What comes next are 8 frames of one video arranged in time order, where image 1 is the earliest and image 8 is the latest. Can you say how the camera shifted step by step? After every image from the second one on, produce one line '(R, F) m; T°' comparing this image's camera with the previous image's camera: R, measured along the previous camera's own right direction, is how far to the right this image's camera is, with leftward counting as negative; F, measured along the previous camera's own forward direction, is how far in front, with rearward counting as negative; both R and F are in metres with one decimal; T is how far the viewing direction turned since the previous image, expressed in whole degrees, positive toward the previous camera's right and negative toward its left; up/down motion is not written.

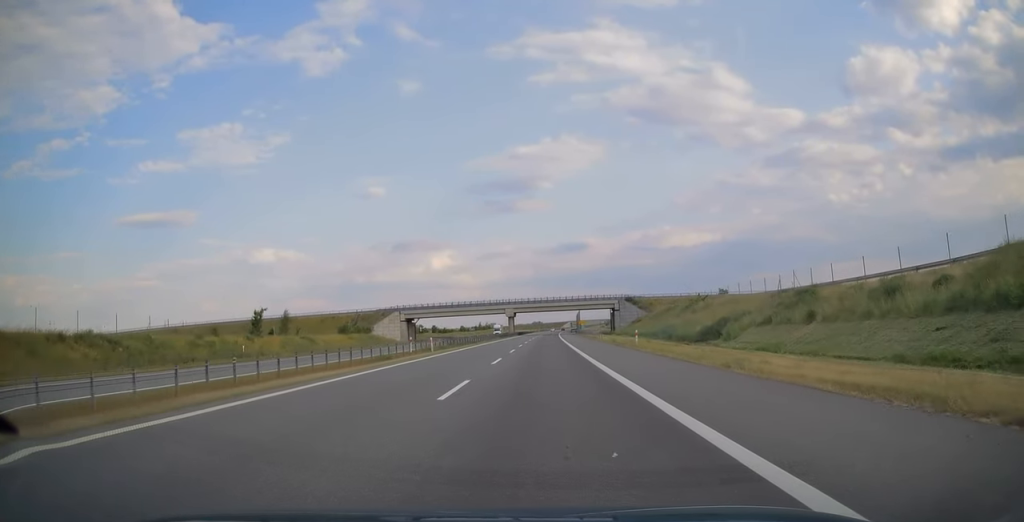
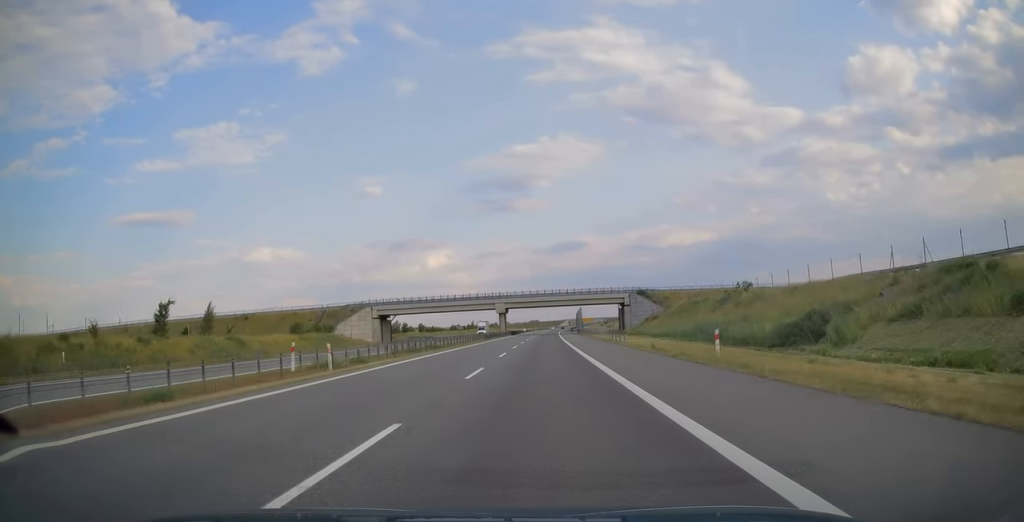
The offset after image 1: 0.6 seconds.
(+0.1, +19.7) m; 0°
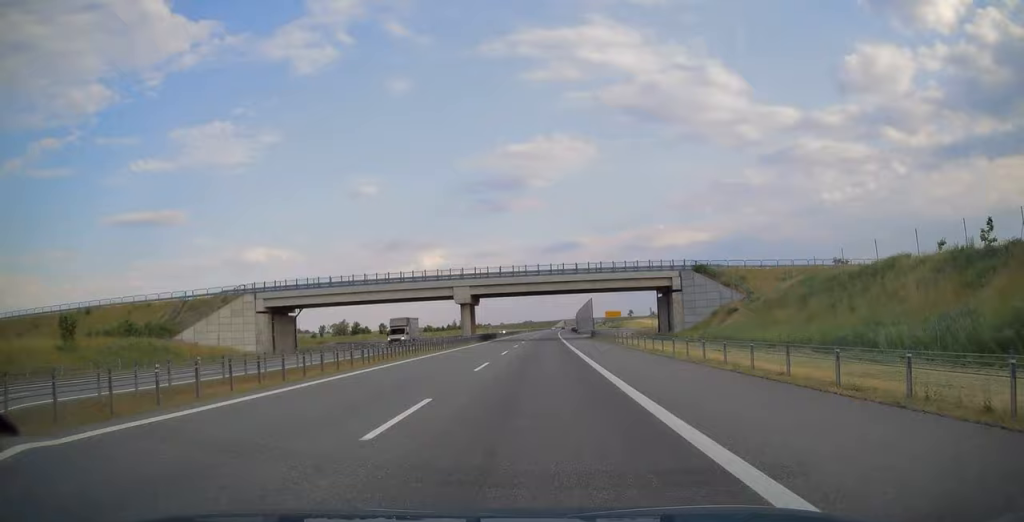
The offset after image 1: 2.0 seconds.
(+0.3, +44.8) m; +1°
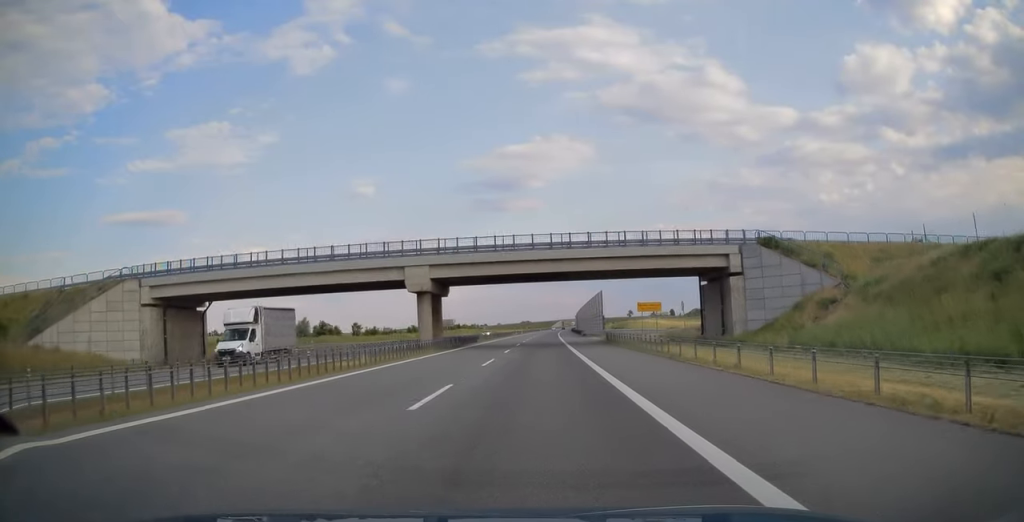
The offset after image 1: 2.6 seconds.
(+0.1, +21.3) m; 0°
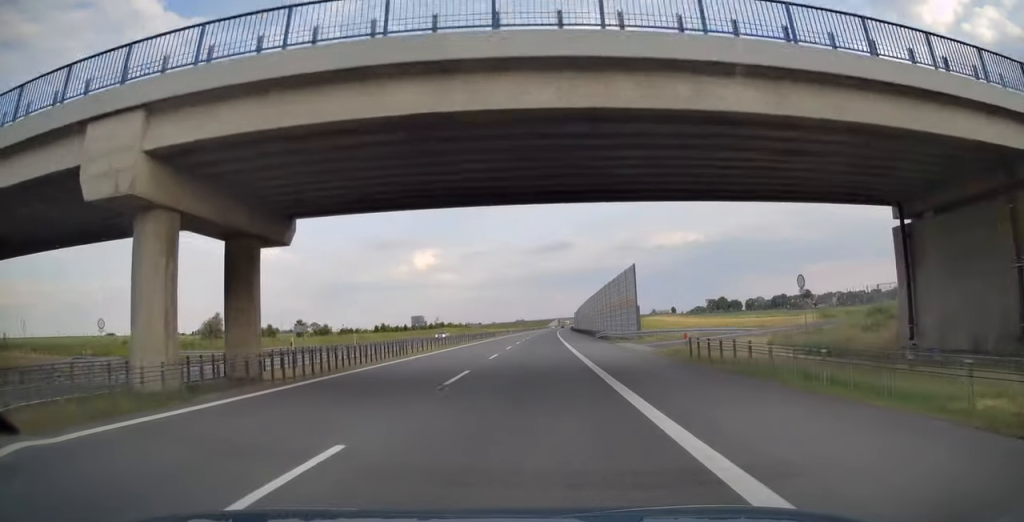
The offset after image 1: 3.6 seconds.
(+0.1, +31.6) m; 0°
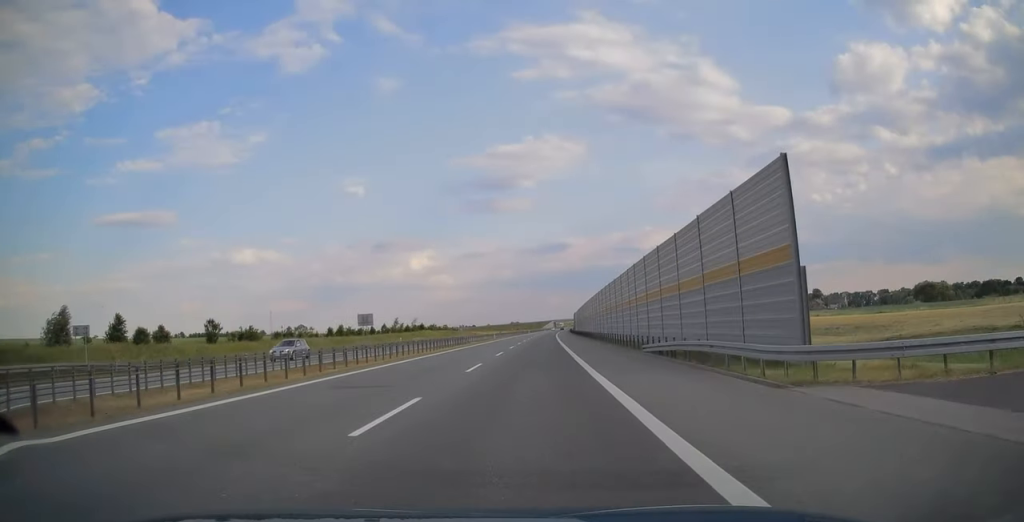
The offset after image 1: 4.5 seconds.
(+0.1, +31.1) m; 0°
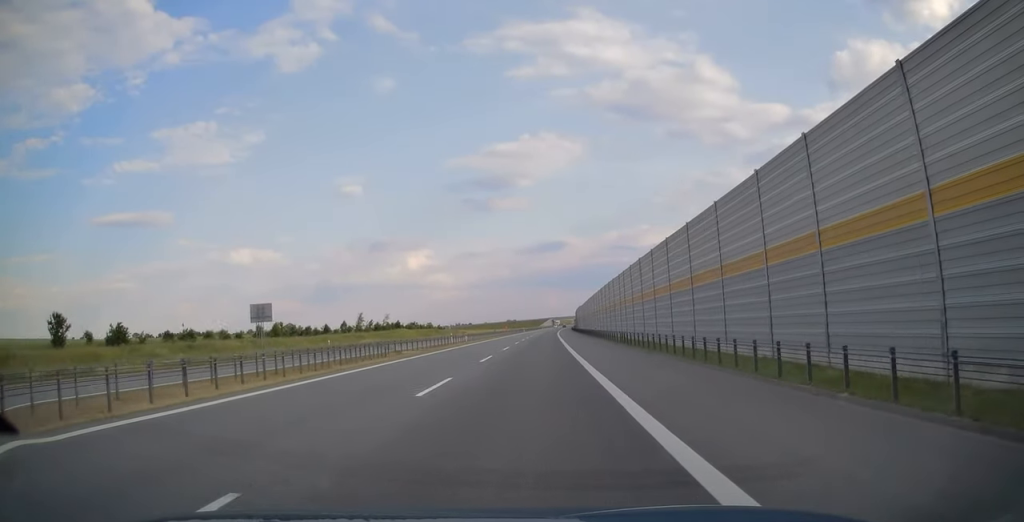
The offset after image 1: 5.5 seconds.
(+0.2, +31.6) m; 0°
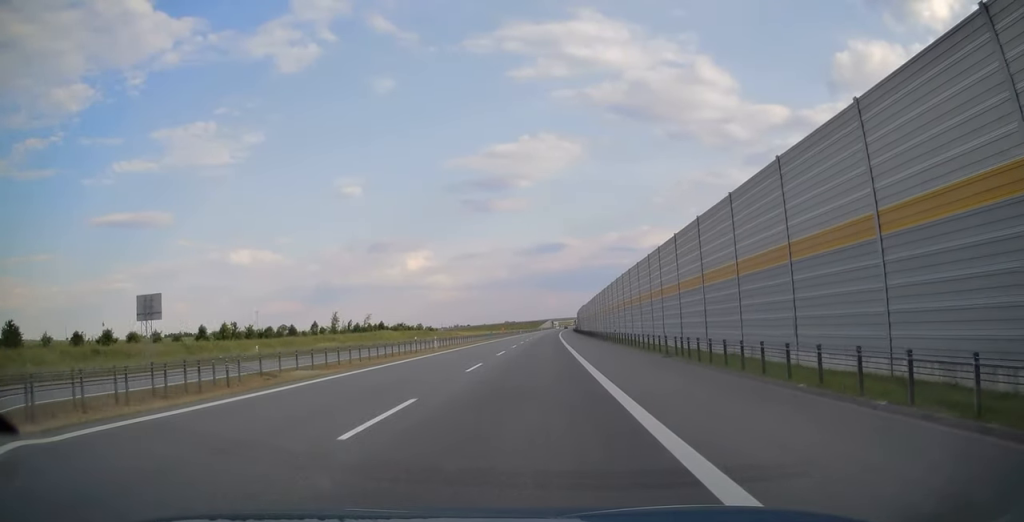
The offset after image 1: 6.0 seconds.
(0.0, +16.9) m; 0°
